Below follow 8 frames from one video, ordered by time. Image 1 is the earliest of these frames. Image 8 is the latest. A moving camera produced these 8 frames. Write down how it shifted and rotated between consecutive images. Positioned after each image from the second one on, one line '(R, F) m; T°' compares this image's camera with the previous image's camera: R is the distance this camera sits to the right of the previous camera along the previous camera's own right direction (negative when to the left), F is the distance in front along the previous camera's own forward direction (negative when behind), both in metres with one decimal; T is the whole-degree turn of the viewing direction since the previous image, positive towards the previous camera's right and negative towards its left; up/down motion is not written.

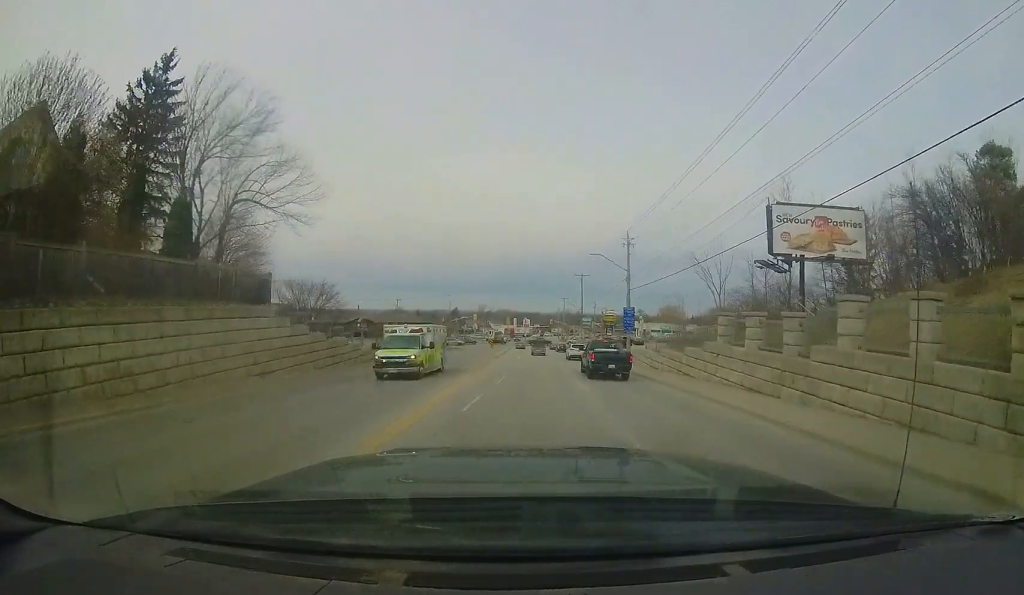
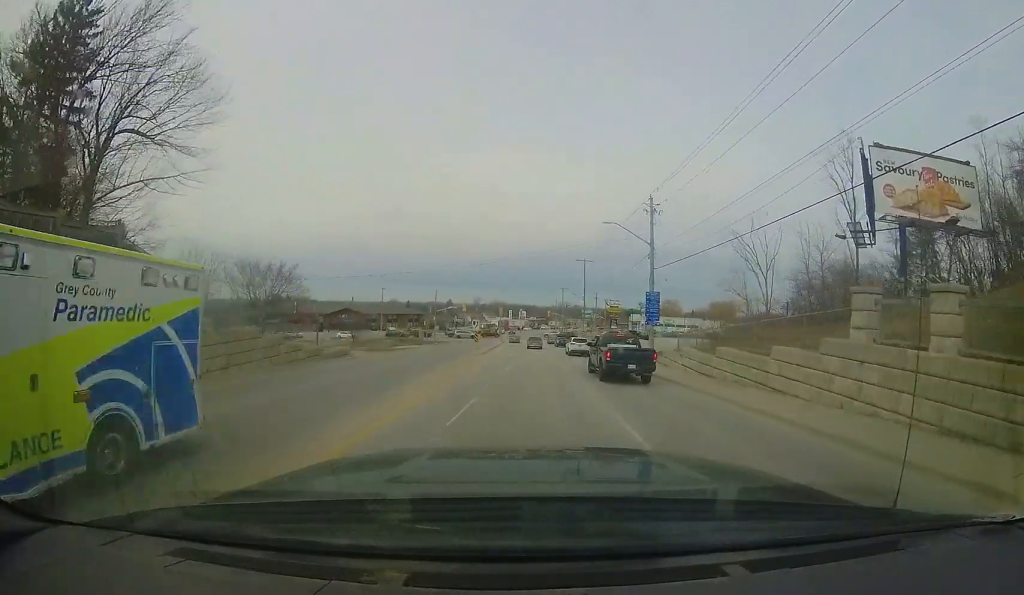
(-0.1, +8.0) m; 0°
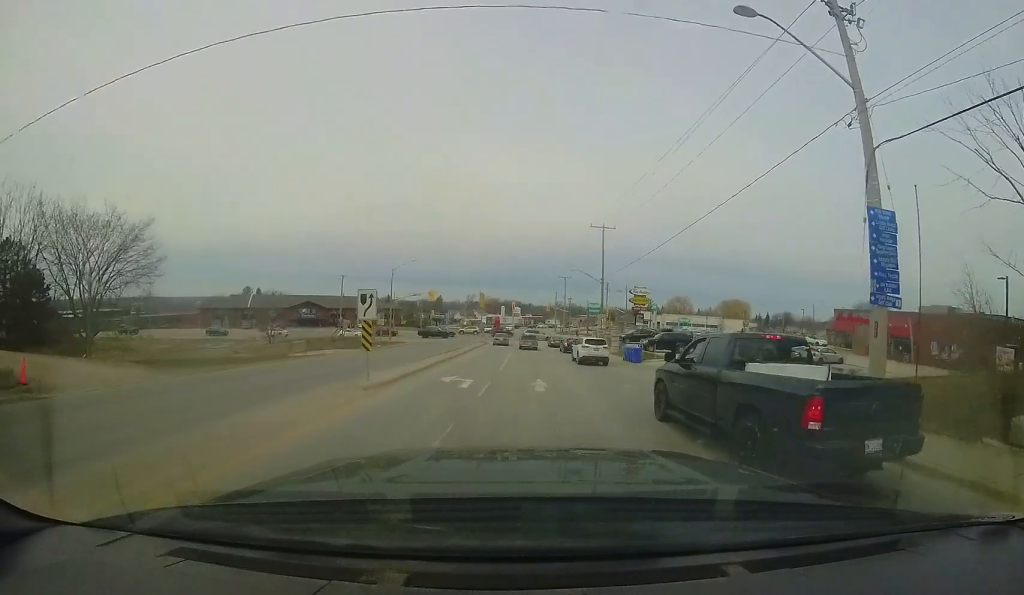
(+0.4, +19.9) m; +1°
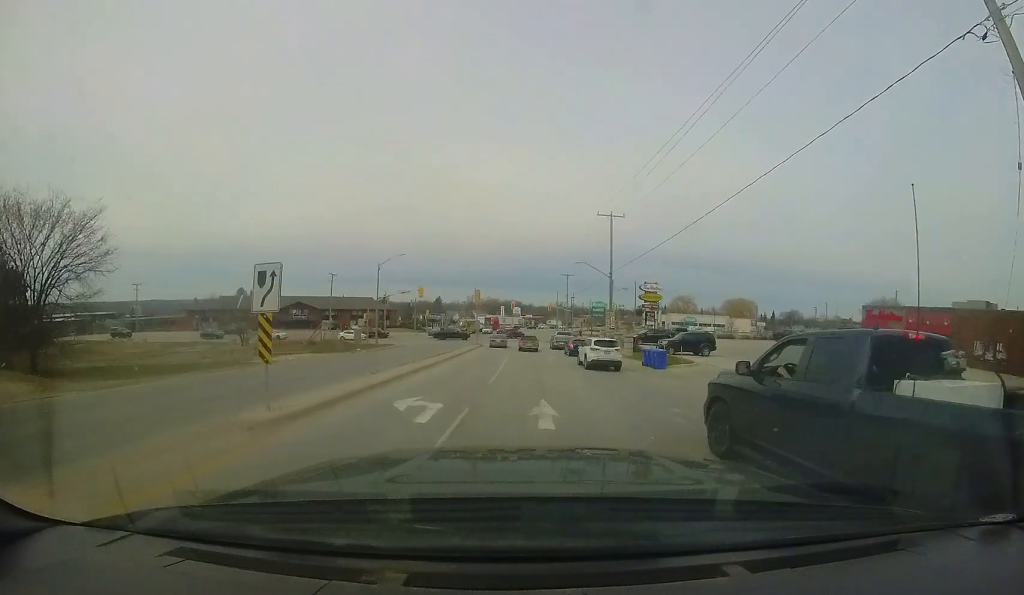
(0.0, +4.5) m; -1°
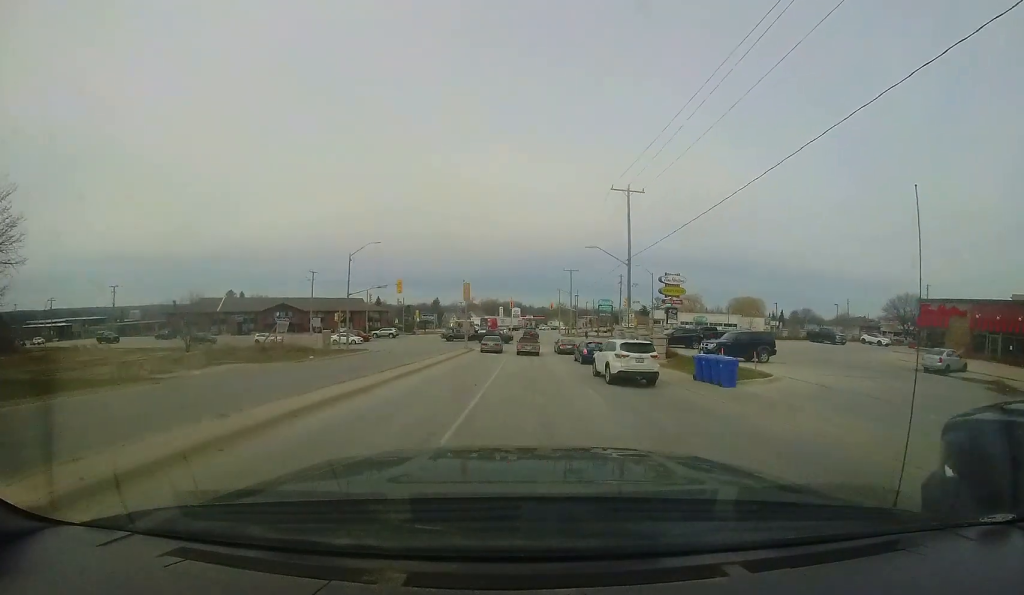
(-0.3, +7.1) m; -1°
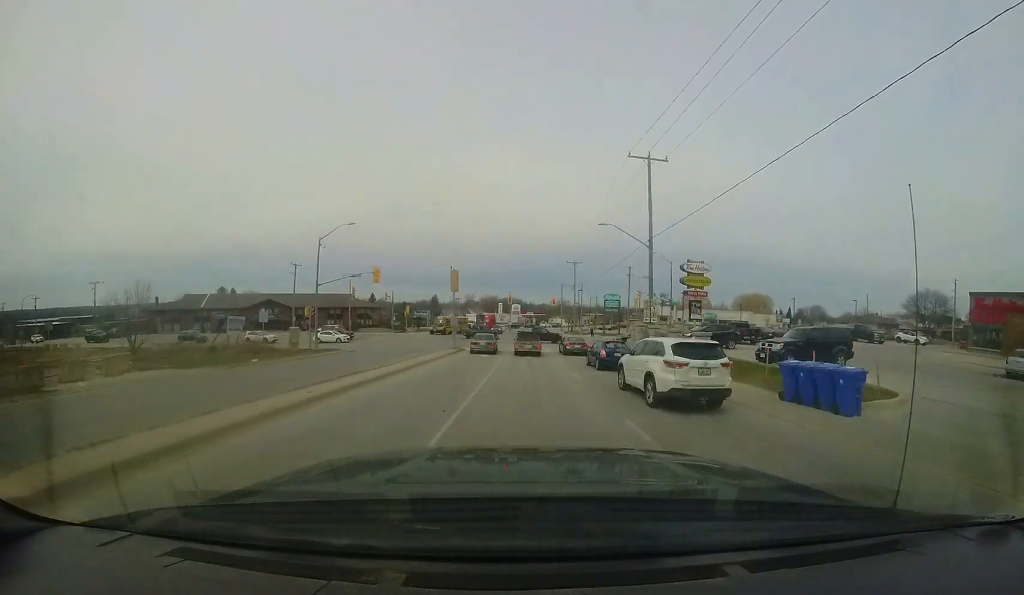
(+0.2, +5.5) m; -1°
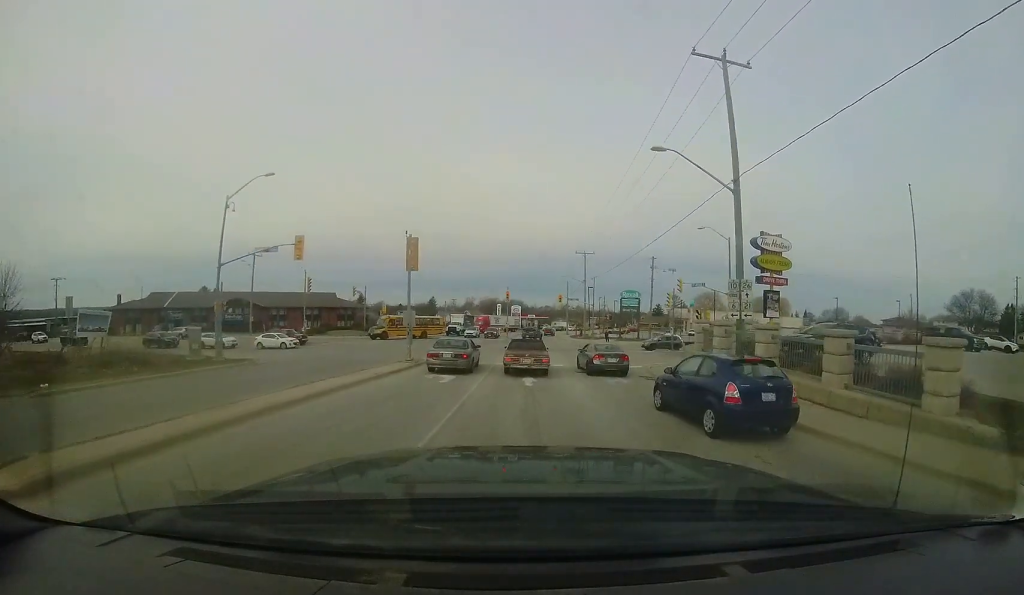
(-0.4, +11.3) m; -2°
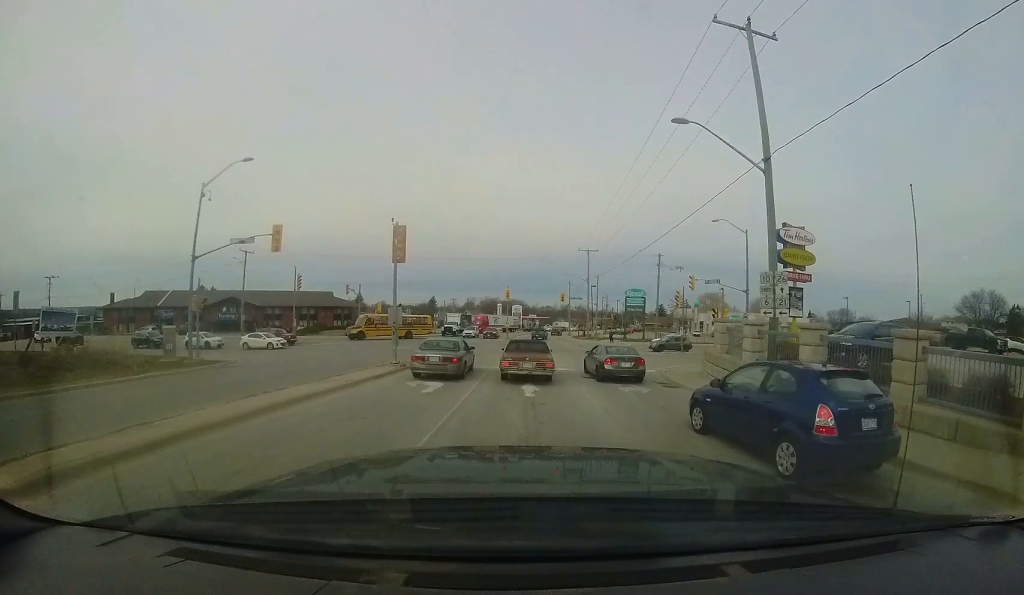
(0.0, +2.1) m; +1°
